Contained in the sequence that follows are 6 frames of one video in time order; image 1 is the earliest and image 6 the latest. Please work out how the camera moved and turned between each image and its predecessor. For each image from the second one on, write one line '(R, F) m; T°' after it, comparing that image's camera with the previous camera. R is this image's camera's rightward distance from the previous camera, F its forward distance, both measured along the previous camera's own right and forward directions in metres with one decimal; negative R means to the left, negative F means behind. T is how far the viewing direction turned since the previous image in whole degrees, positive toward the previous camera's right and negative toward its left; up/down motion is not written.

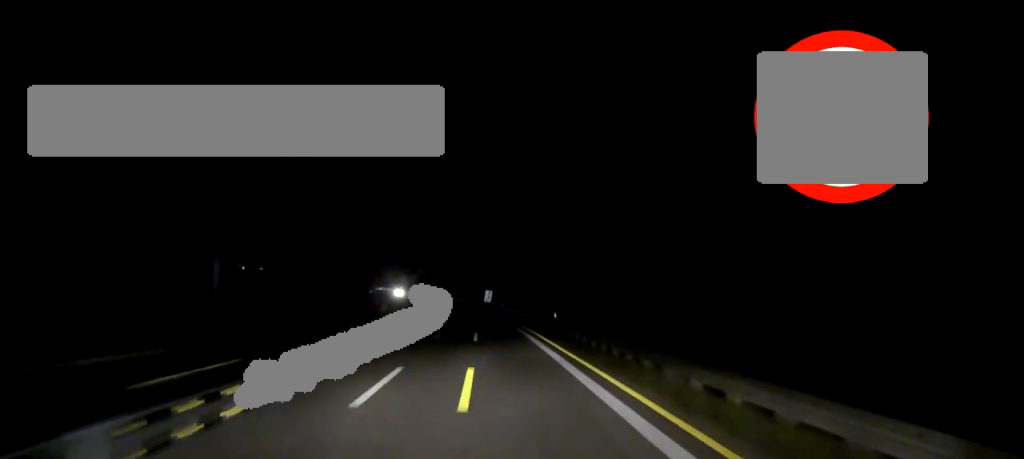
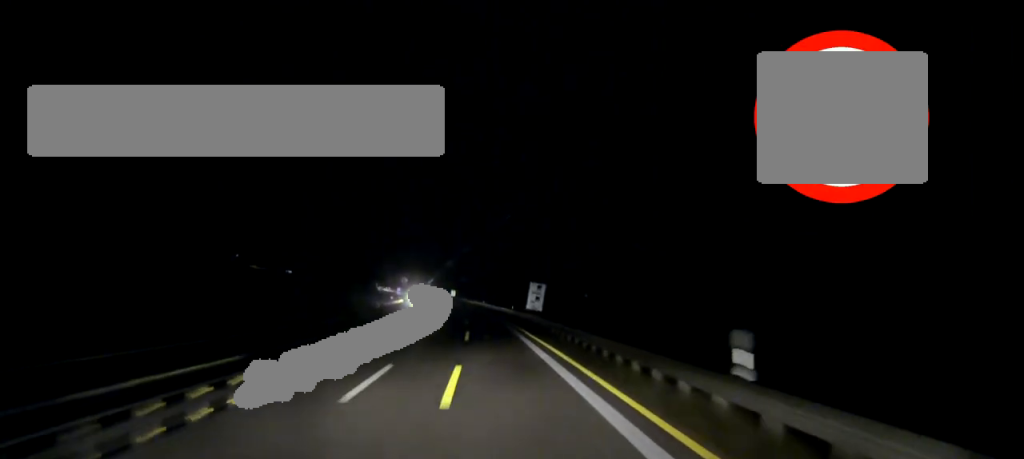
(-1.6, +72.3) m; -3°
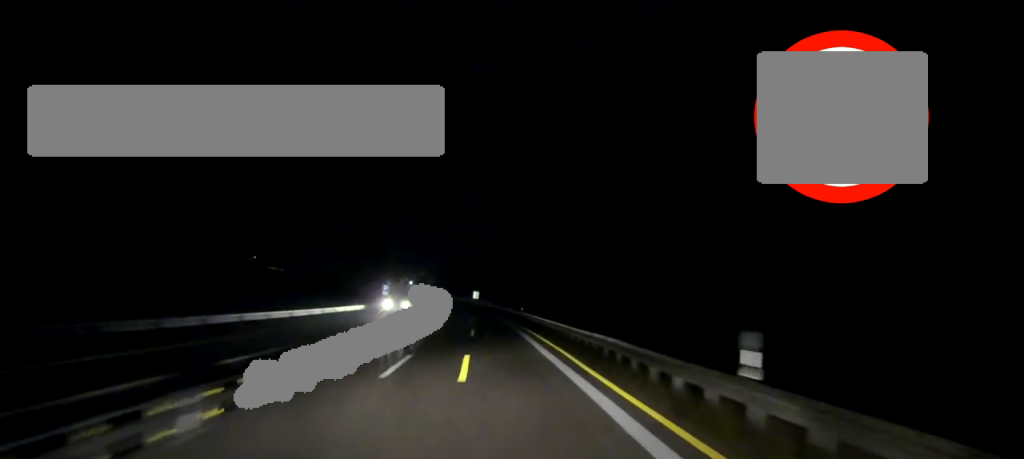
(-0.9, +51.2) m; -2°
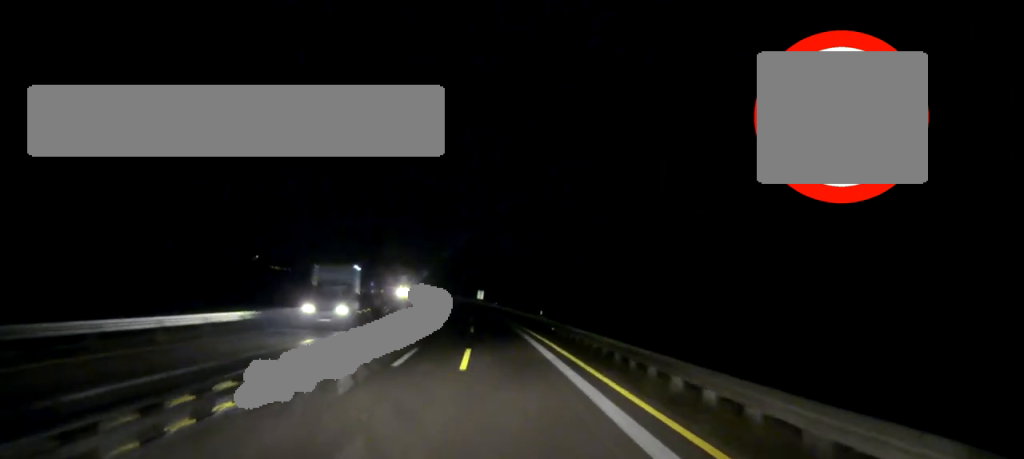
(-0.1, +16.1) m; -1°
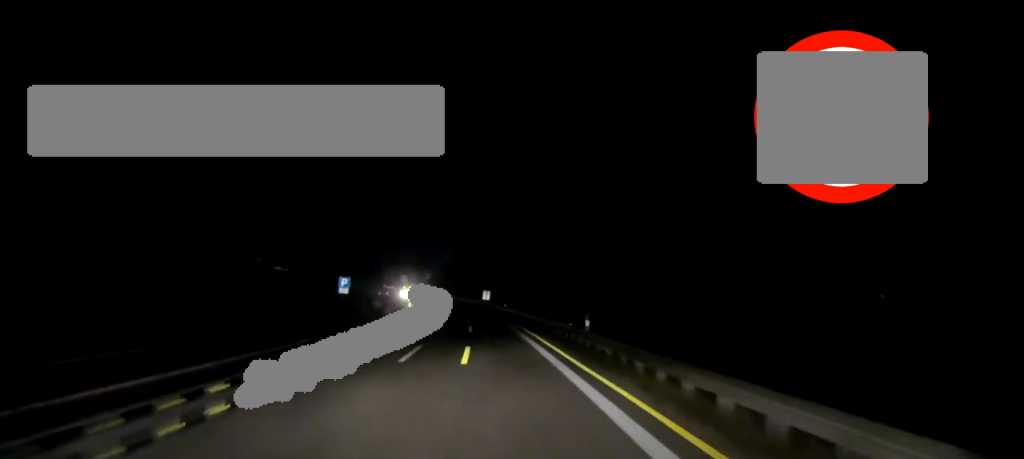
(-0.2, +16.1) m; -1°
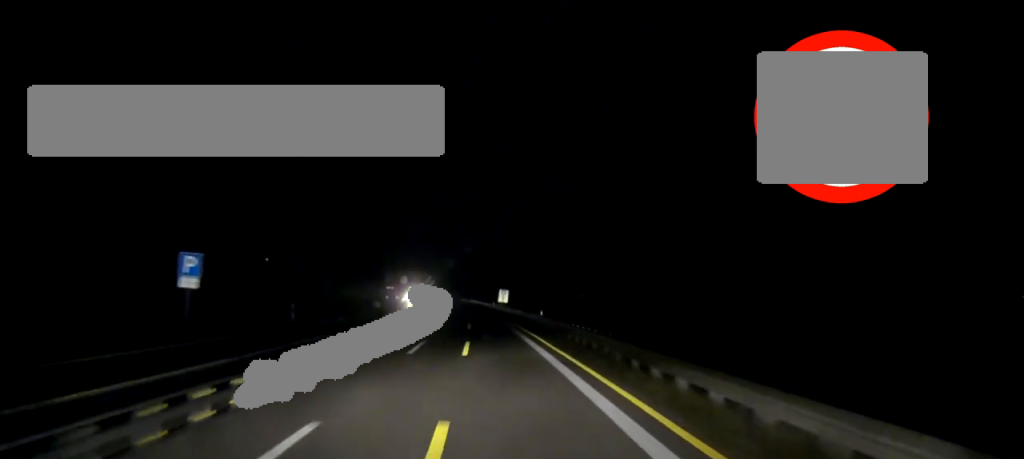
(-0.3, +34.2) m; -1°
